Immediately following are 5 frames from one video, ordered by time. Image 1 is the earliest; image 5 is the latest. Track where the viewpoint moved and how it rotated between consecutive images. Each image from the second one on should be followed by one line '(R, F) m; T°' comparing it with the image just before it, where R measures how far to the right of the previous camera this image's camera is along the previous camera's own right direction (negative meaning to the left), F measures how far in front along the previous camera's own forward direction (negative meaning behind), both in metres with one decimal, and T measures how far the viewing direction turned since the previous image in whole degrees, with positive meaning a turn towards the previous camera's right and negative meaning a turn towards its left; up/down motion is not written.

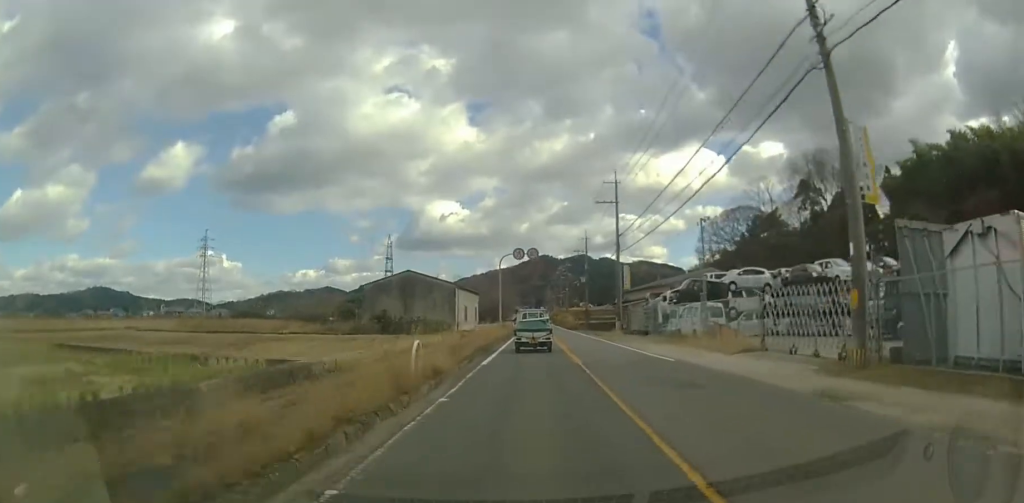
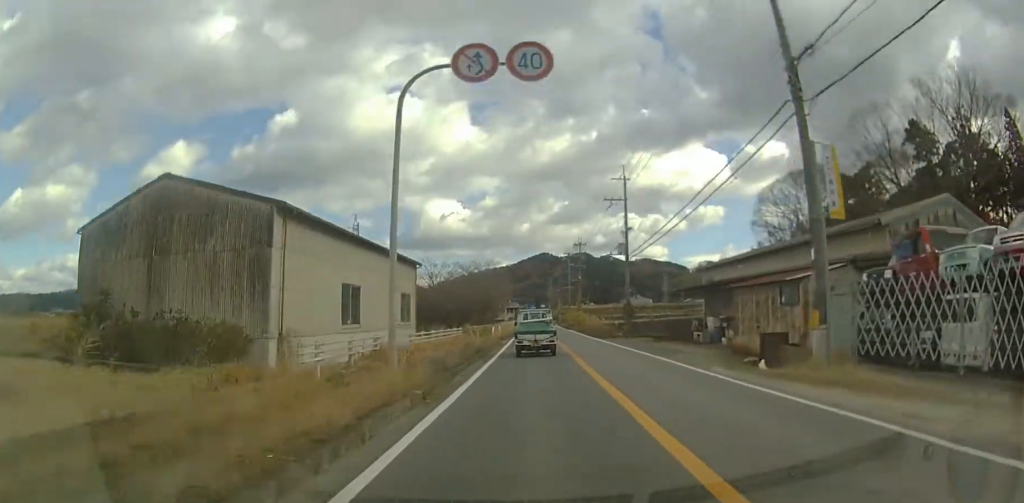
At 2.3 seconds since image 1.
(-0.3, +29.4) m; 0°
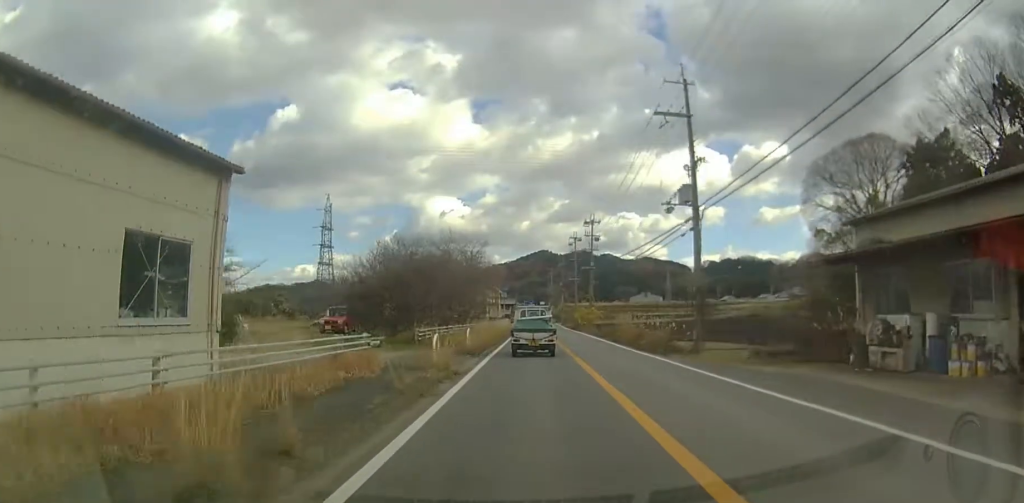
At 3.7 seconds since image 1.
(+0.2, +17.2) m; +1°
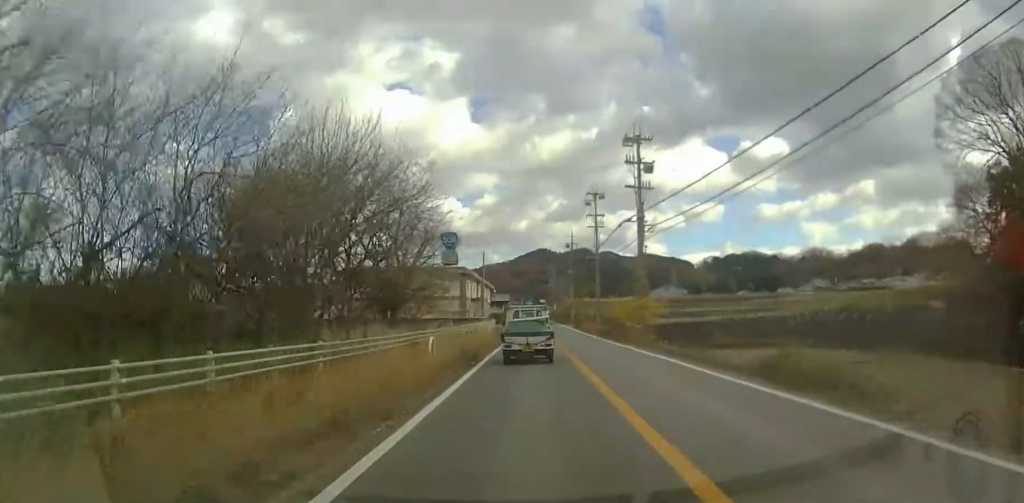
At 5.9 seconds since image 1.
(-0.1, +28.6) m; -1°
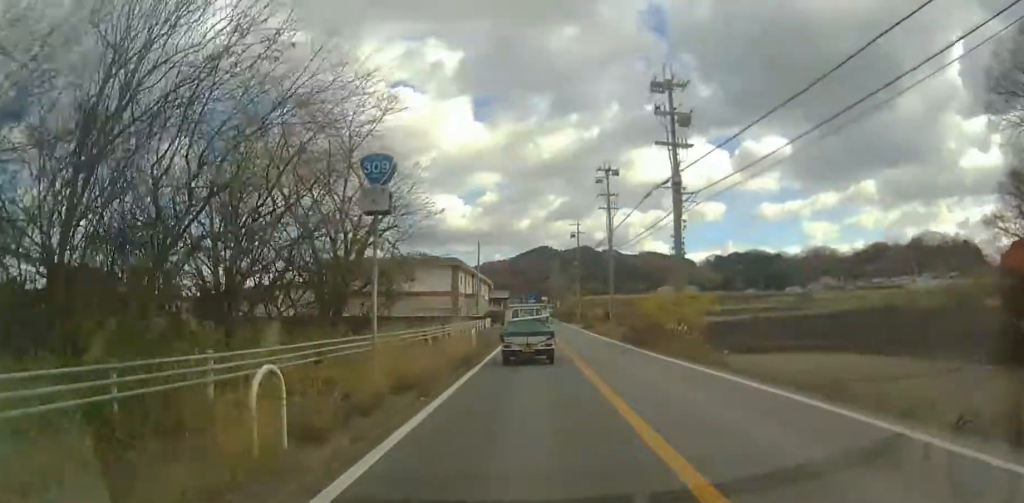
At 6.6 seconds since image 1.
(0.0, +8.1) m; 0°
